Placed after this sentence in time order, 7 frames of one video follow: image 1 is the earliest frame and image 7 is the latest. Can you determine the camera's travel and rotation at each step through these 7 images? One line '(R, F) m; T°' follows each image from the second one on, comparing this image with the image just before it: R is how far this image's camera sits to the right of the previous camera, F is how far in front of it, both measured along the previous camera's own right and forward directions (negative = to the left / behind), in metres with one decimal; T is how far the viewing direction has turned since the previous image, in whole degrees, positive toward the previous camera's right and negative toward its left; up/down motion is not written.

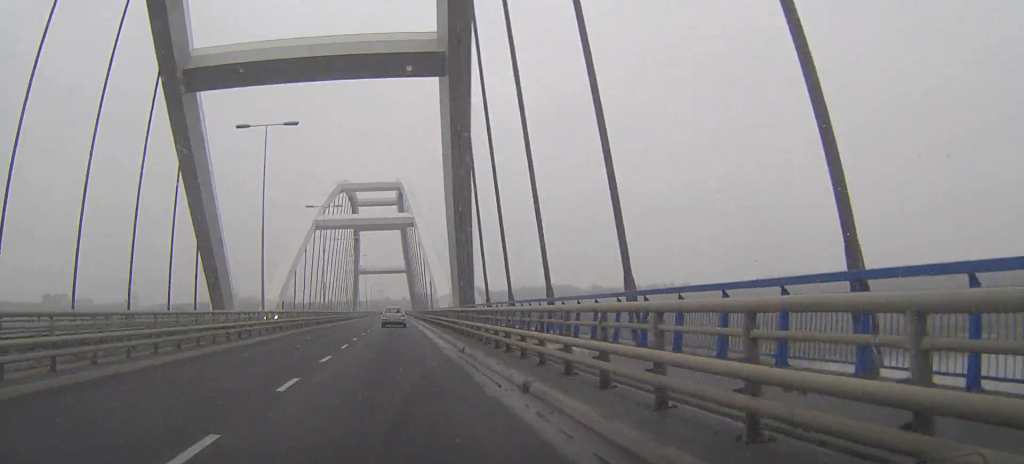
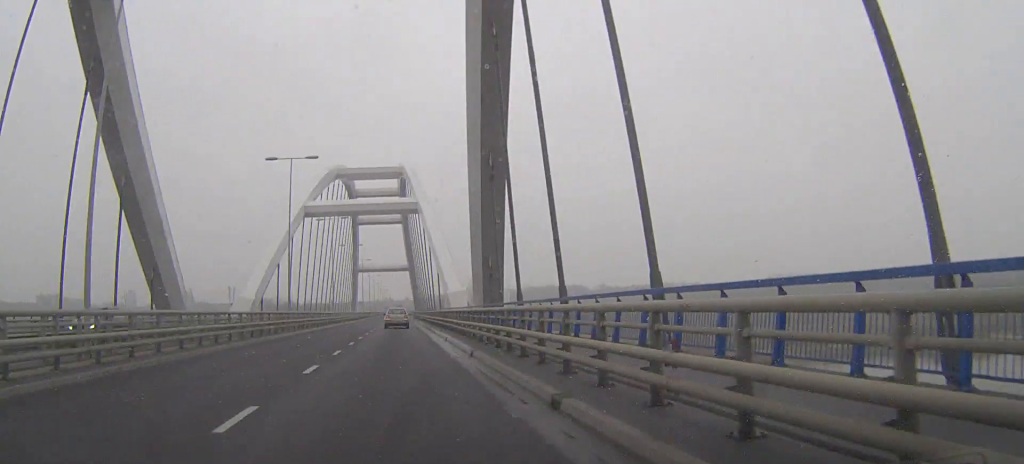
(0.0, +22.2) m; 0°
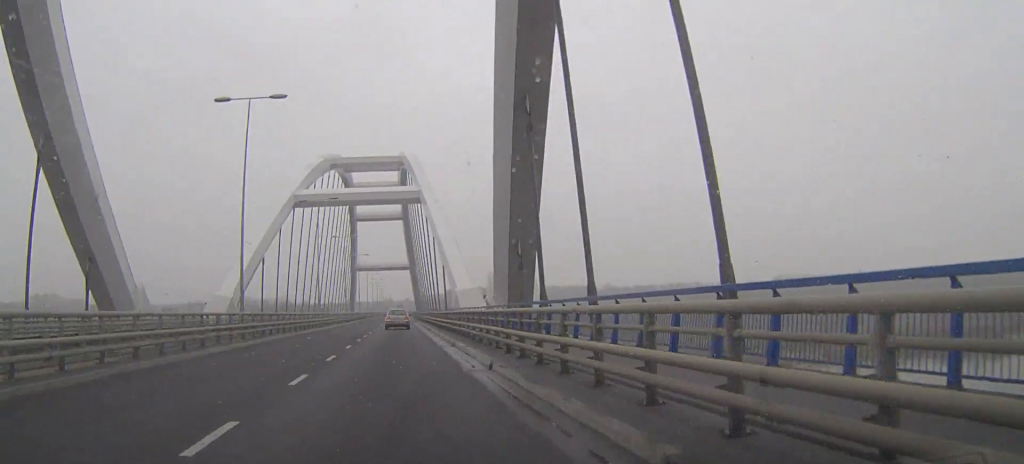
(0.0, +13.4) m; 0°
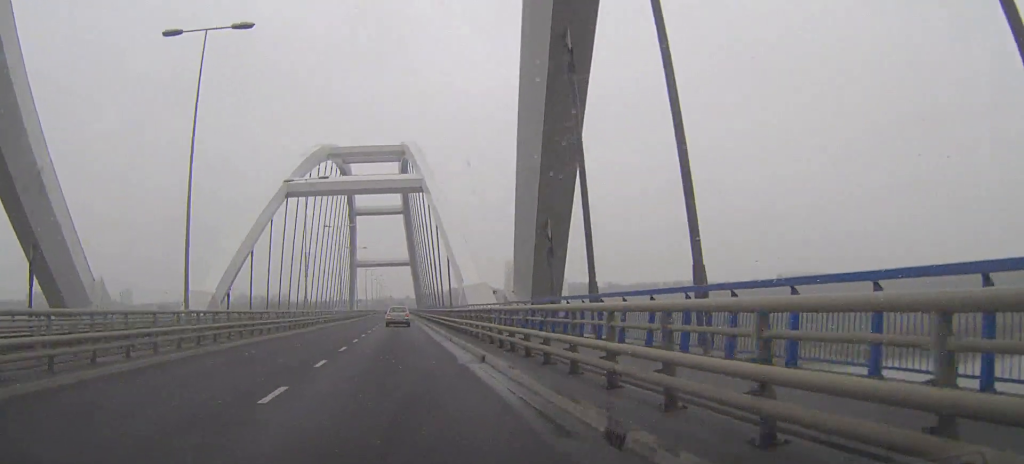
(0.0, +8.7) m; 0°
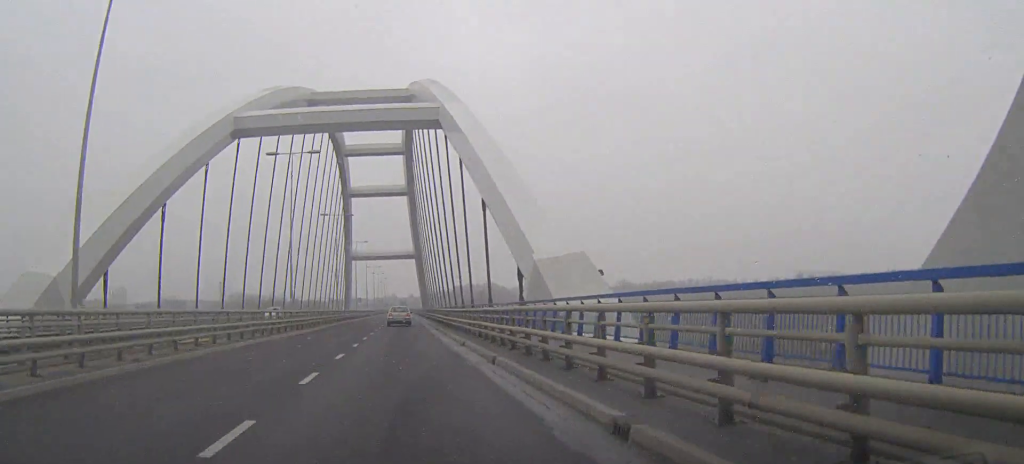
(-0.1, +39.6) m; 0°
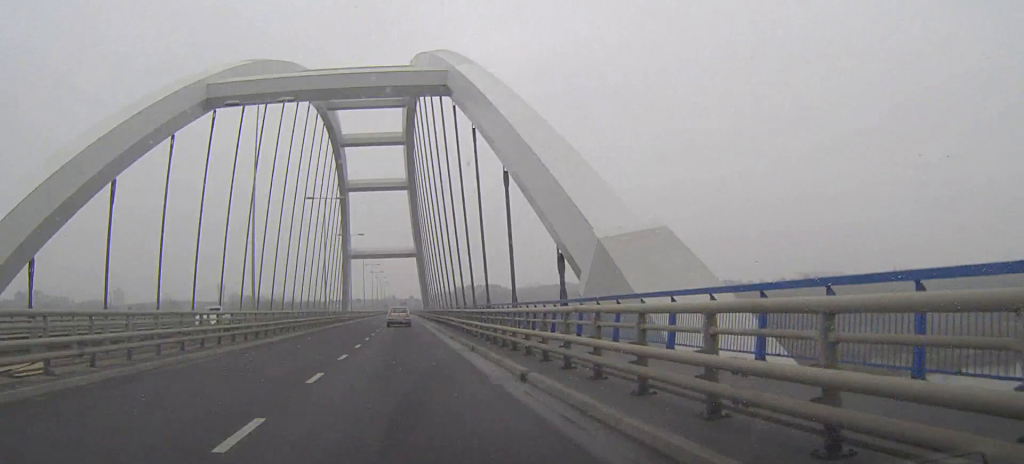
(0.0, +11.7) m; 0°
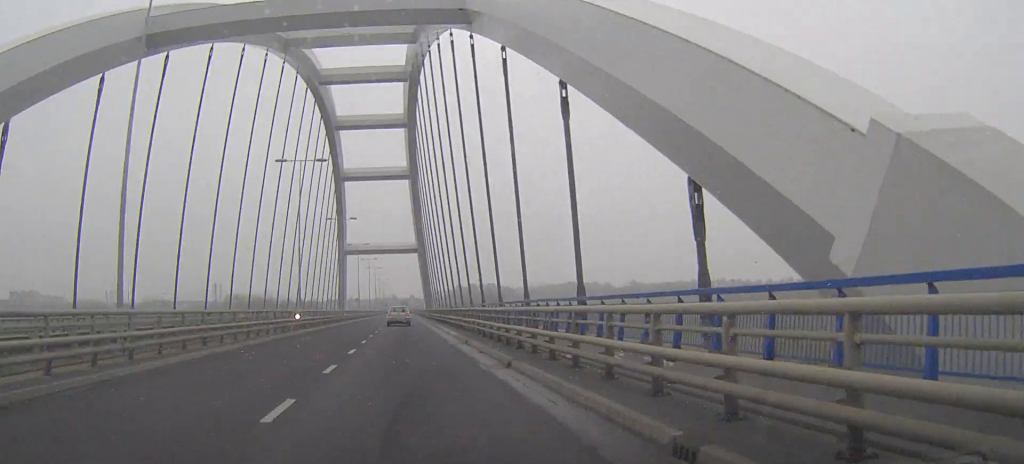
(0.0, +16.3) m; 0°
